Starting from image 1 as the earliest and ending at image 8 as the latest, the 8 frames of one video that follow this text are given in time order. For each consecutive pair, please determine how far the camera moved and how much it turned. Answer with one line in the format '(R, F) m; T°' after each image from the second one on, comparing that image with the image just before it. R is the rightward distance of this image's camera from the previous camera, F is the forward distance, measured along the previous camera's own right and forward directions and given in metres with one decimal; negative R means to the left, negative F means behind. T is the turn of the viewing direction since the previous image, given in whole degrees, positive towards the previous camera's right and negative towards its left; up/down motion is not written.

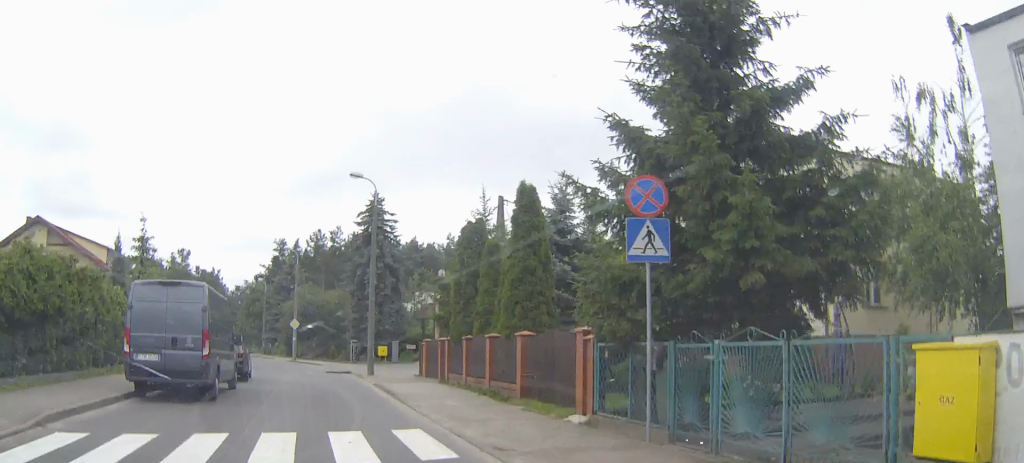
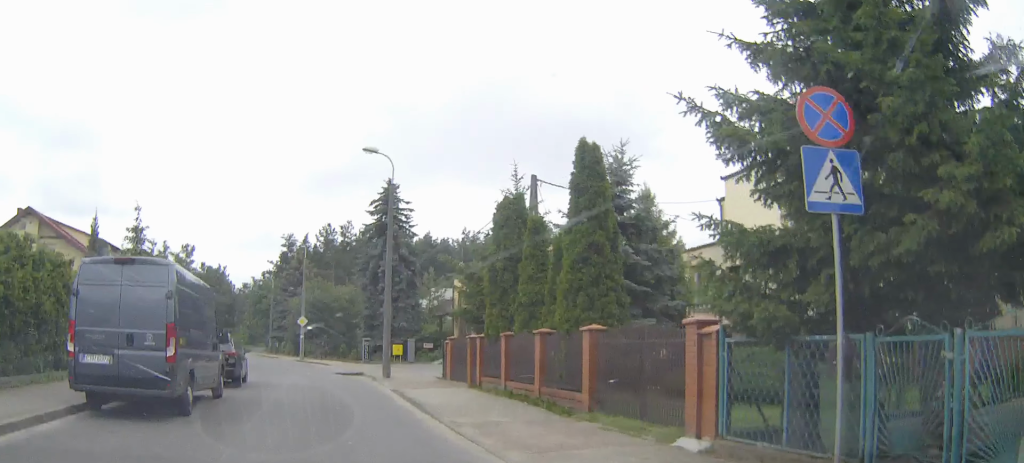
(-0.1, +3.8) m; -1°
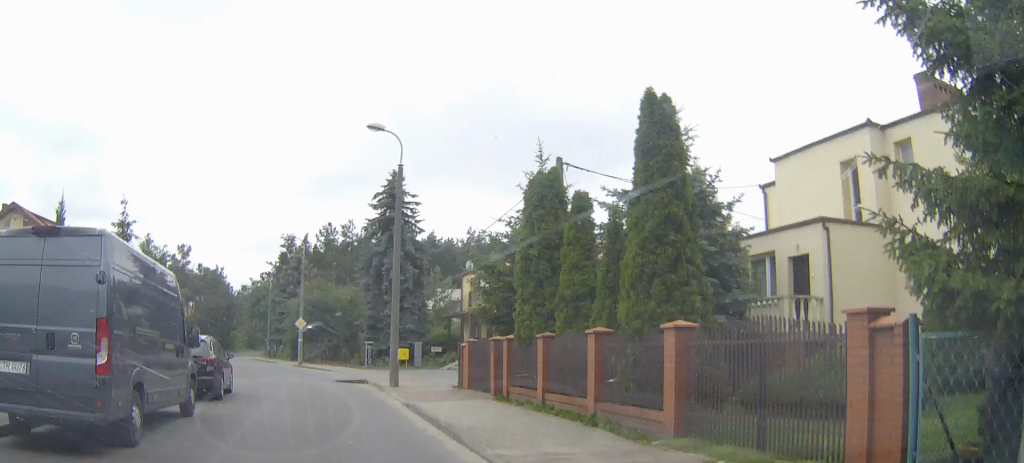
(0.0, +3.2) m; -1°
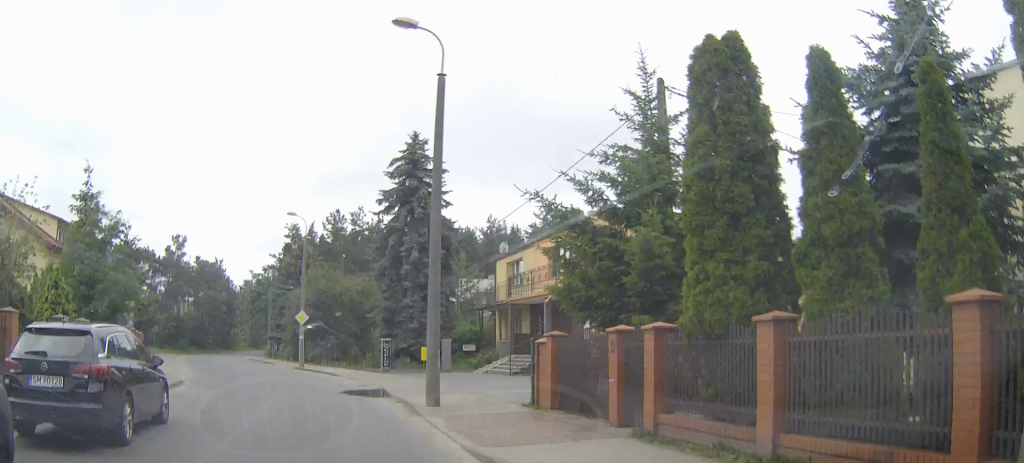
(-0.1, +8.1) m; -2°
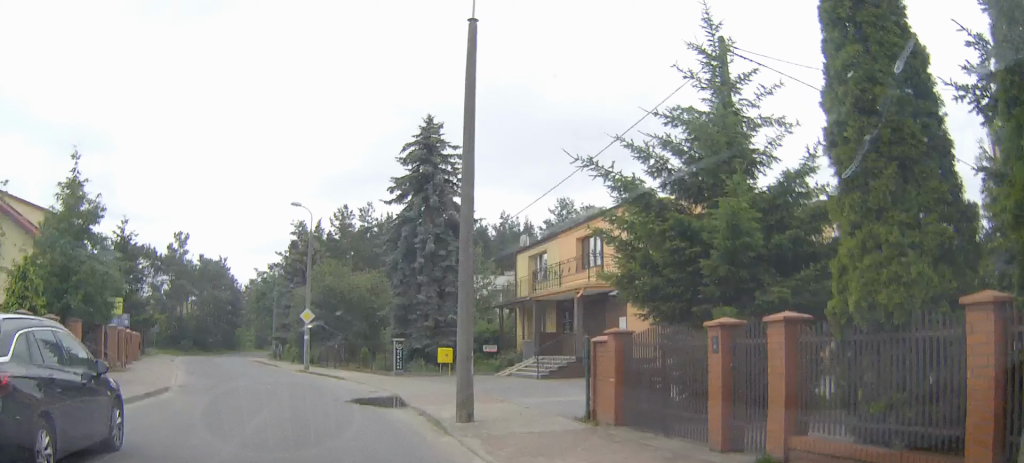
(0.0, +3.0) m; -1°
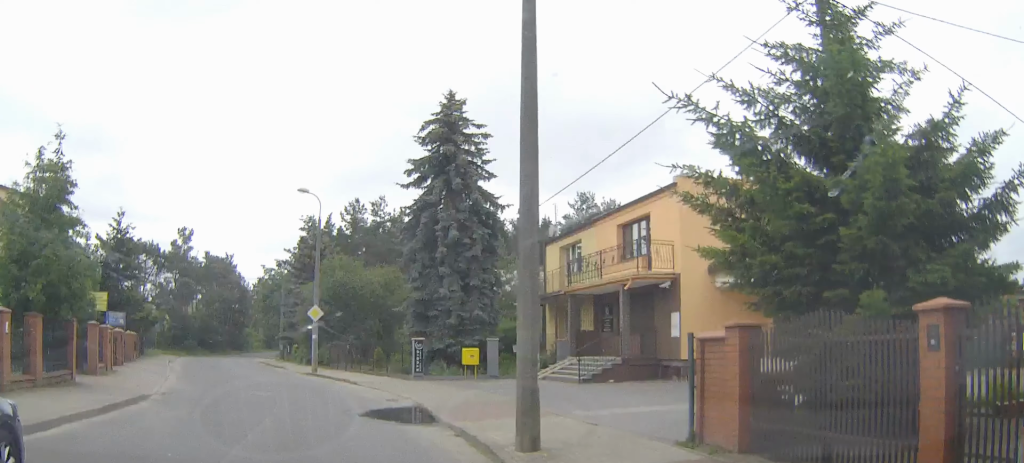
(0.0, +3.5) m; -1°
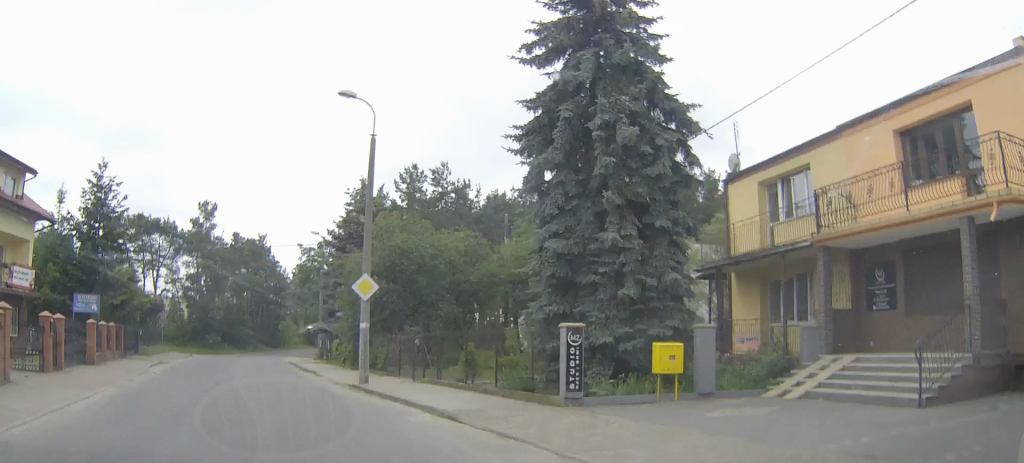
(-0.5, +14.0) m; -4°
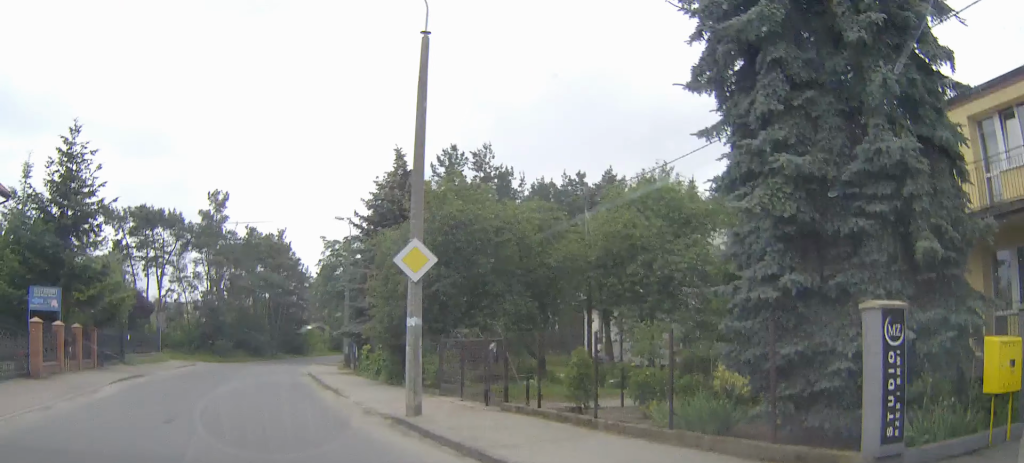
(-0.2, +8.6) m; -3°
